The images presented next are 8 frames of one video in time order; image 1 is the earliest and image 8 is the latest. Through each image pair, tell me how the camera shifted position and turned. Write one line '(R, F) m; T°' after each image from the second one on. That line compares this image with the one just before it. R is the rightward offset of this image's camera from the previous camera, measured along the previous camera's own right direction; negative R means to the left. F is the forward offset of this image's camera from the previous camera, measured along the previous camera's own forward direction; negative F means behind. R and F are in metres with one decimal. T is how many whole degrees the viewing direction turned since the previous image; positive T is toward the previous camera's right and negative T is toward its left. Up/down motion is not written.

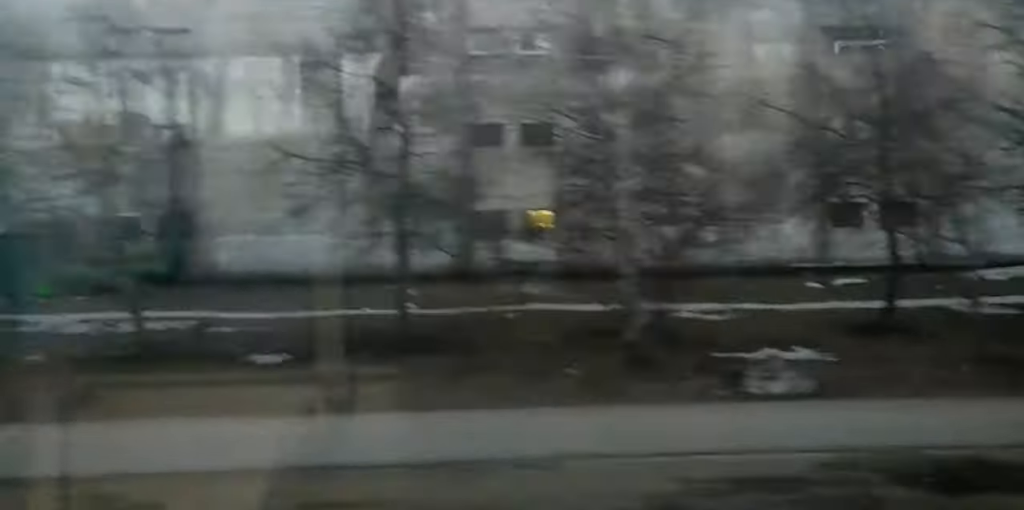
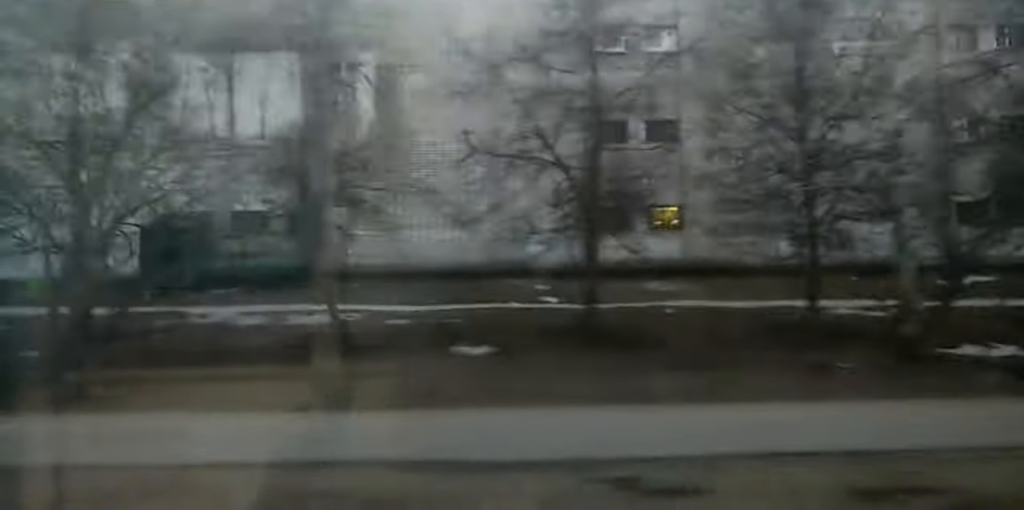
(0.0, +4.1) m; 0°
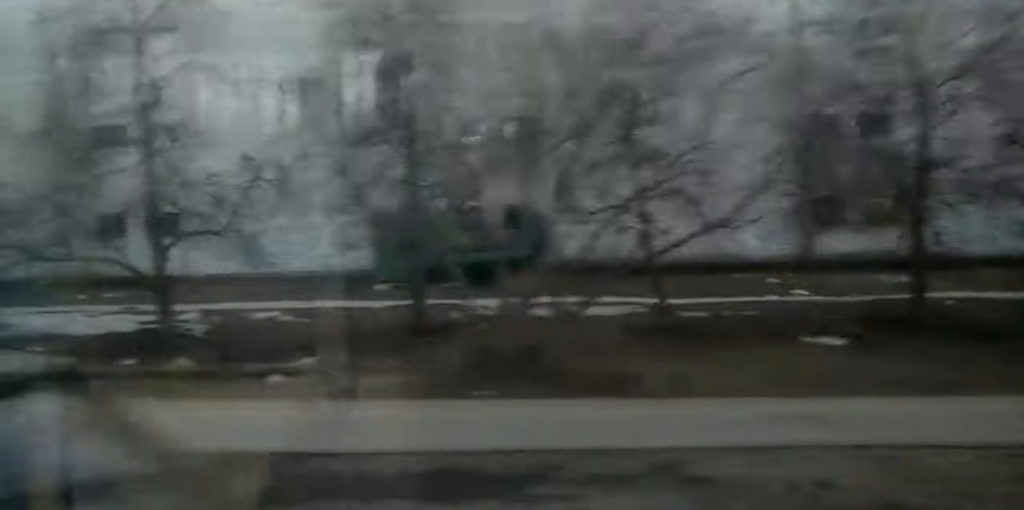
(0.0, +6.7) m; 0°
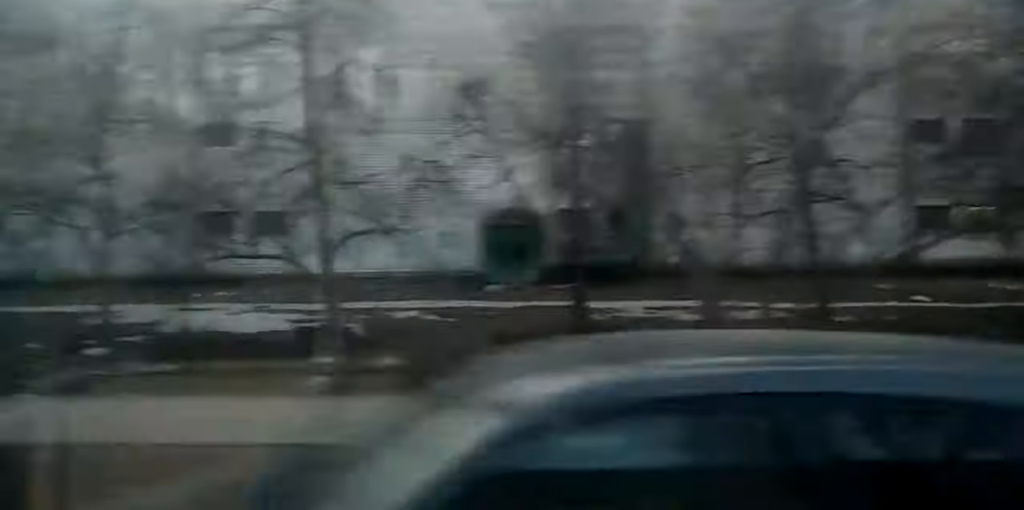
(0.0, +3.6) m; 0°
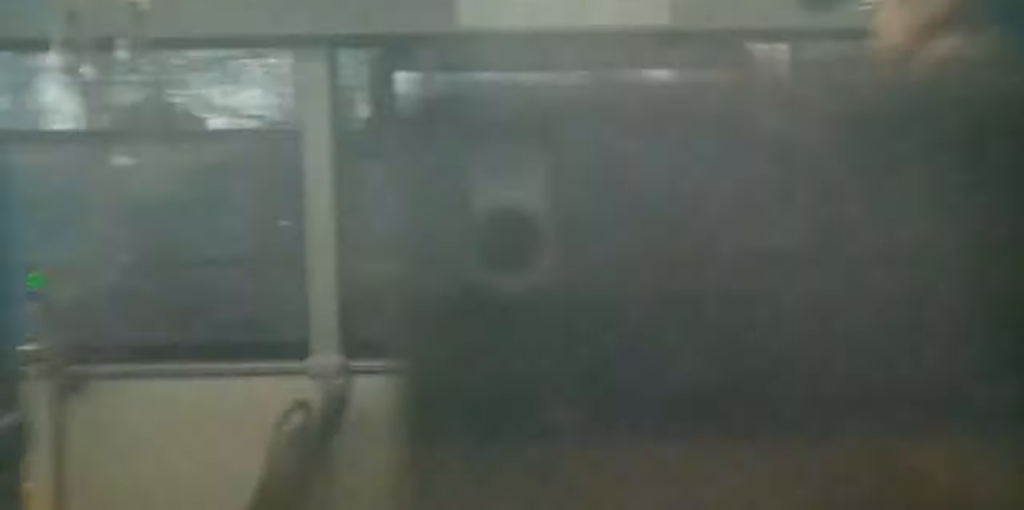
(-0.1, +6.1) m; -1°
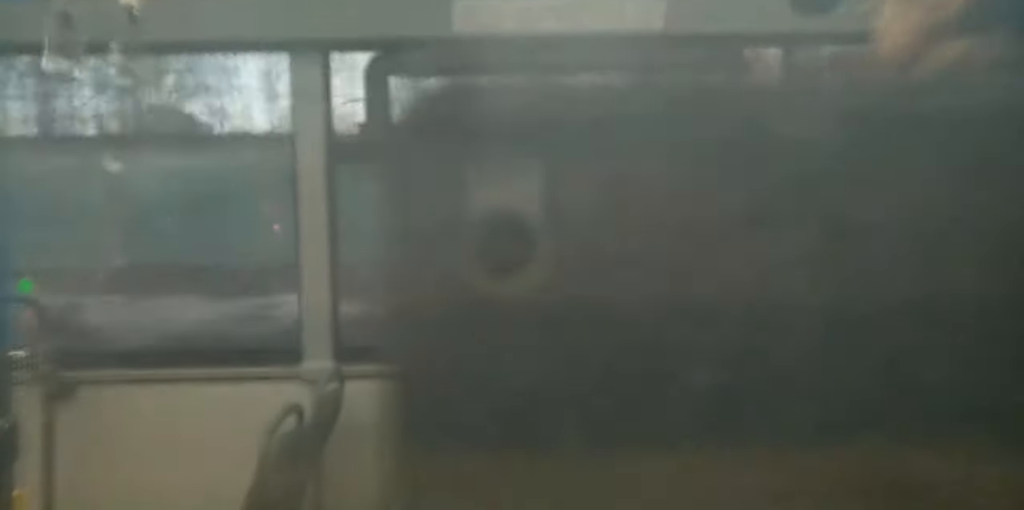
(0.0, +3.3) m; 0°
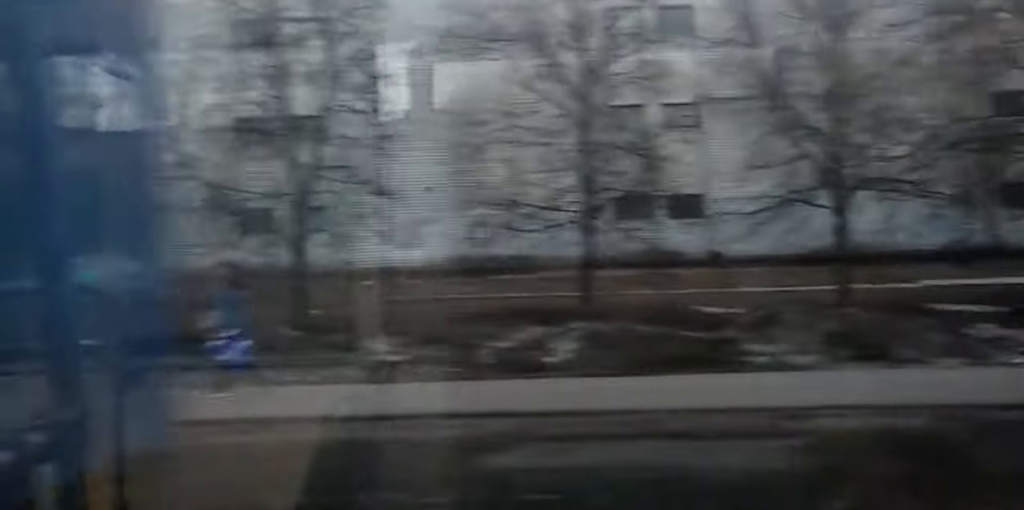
(+0.2, +13.6) m; +1°
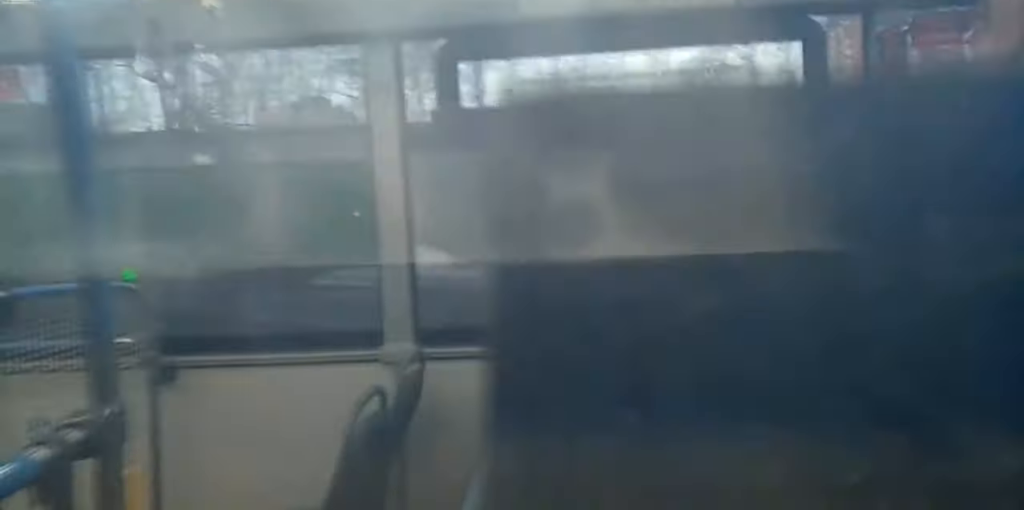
(0.0, +6.0) m; 0°
